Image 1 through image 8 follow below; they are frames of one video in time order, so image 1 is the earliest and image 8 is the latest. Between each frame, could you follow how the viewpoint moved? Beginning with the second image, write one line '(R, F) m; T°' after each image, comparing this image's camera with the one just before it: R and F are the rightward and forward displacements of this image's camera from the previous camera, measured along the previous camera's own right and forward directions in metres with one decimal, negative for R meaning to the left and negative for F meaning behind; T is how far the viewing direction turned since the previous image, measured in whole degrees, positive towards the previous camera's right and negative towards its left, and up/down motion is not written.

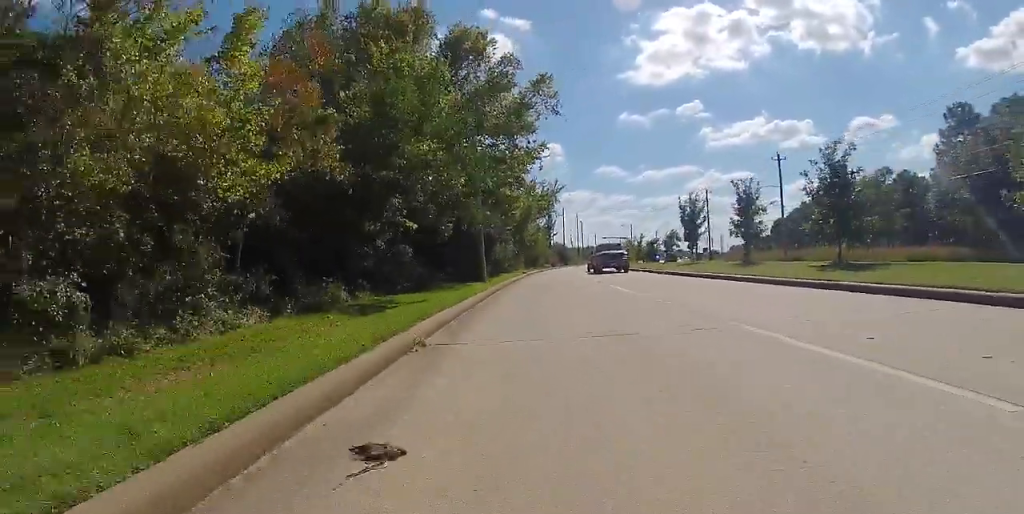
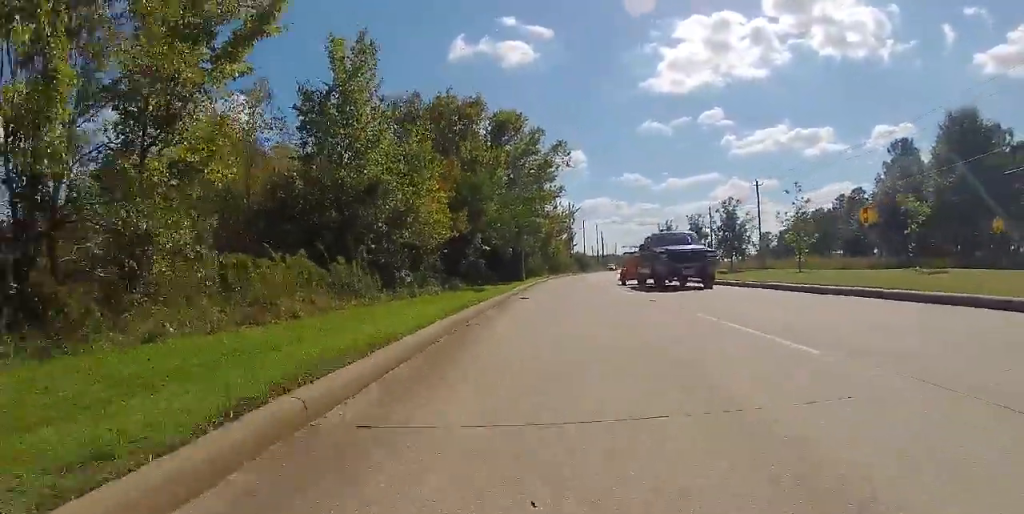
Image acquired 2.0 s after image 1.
(-0.1, +15.1) m; 0°
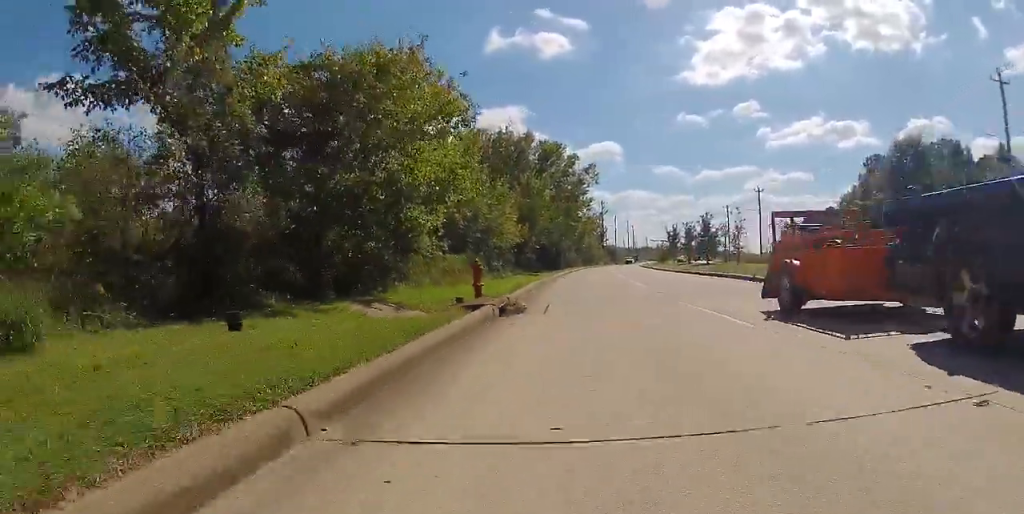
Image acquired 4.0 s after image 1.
(0.0, +14.8) m; -2°
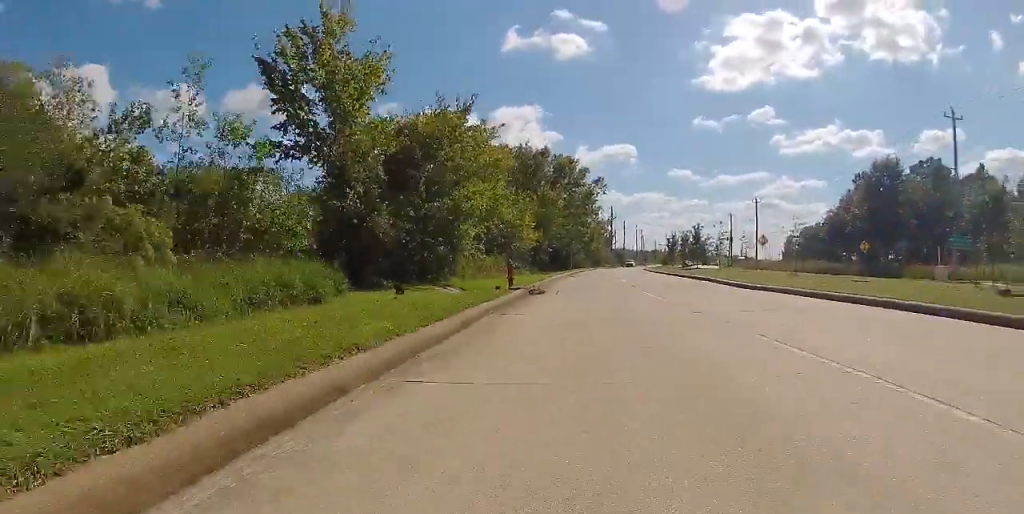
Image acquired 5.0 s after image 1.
(-0.3, +7.2) m; -1°
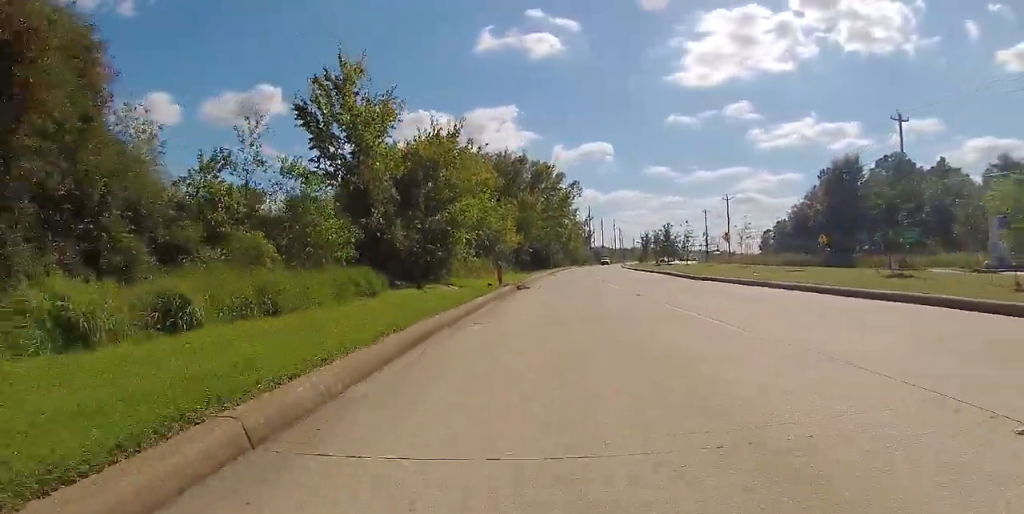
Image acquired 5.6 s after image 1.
(0.0, +4.3) m; 0°
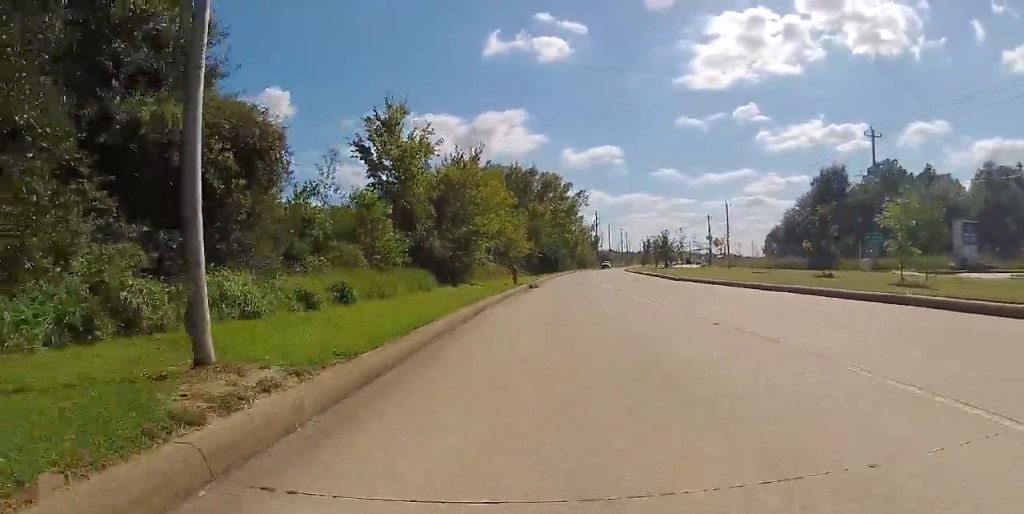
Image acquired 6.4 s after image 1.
(+0.2, +5.4) m; 0°
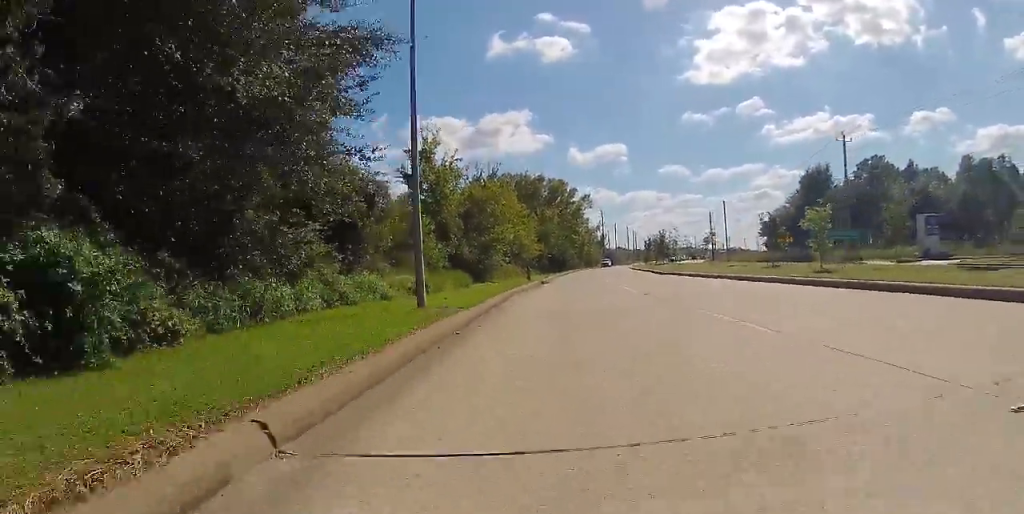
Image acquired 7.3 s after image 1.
(-0.2, +5.9) m; -2°
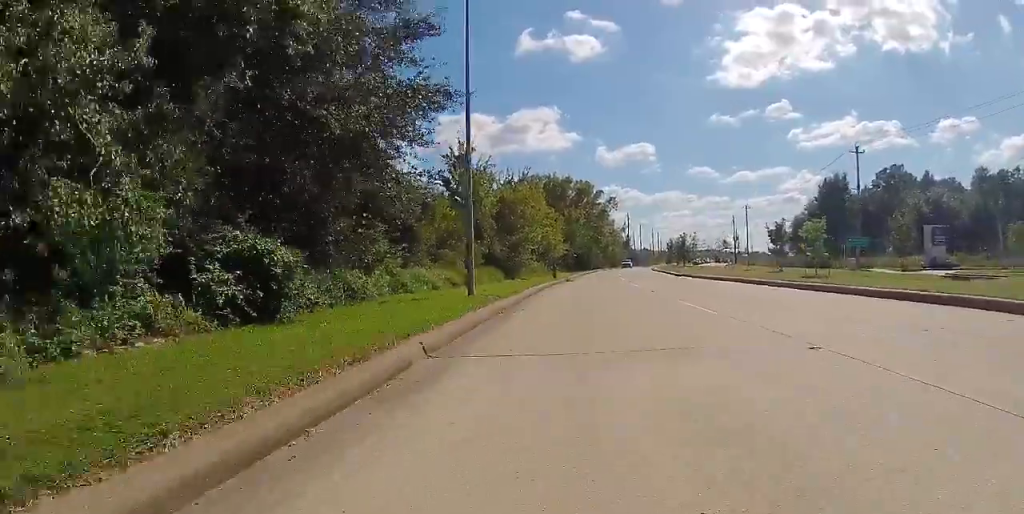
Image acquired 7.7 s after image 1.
(0.0, +2.4) m; 0°
